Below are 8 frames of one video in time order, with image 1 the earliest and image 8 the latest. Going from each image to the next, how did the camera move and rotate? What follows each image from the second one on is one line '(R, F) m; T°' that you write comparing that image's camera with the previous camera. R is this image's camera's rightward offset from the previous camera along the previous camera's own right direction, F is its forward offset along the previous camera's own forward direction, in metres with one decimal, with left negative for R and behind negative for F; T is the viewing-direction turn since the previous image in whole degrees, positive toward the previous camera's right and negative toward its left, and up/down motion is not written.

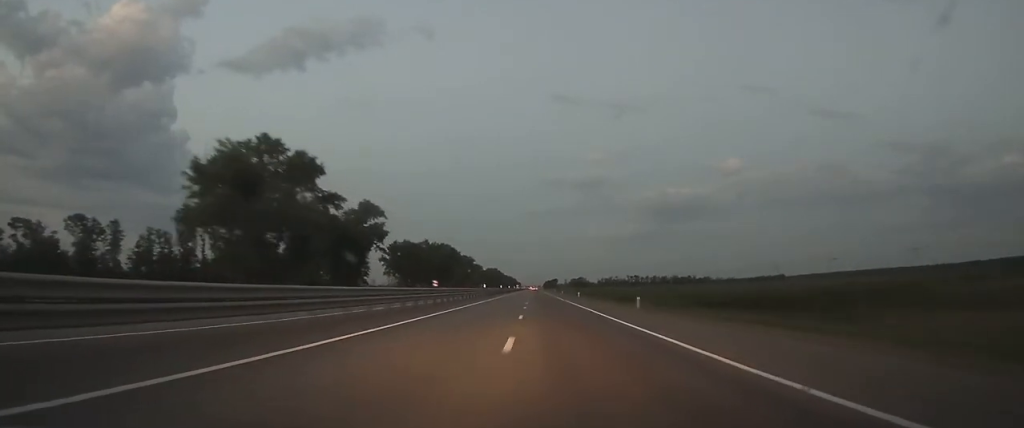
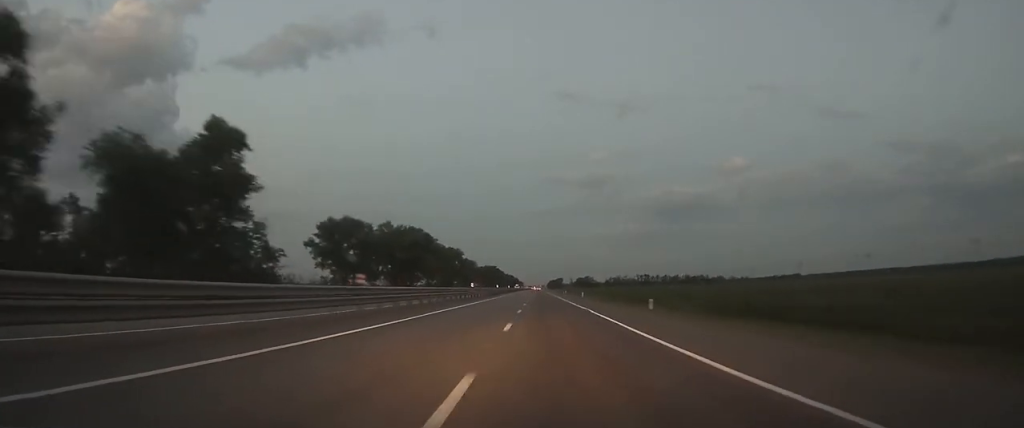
(-0.2, +54.1) m; 0°
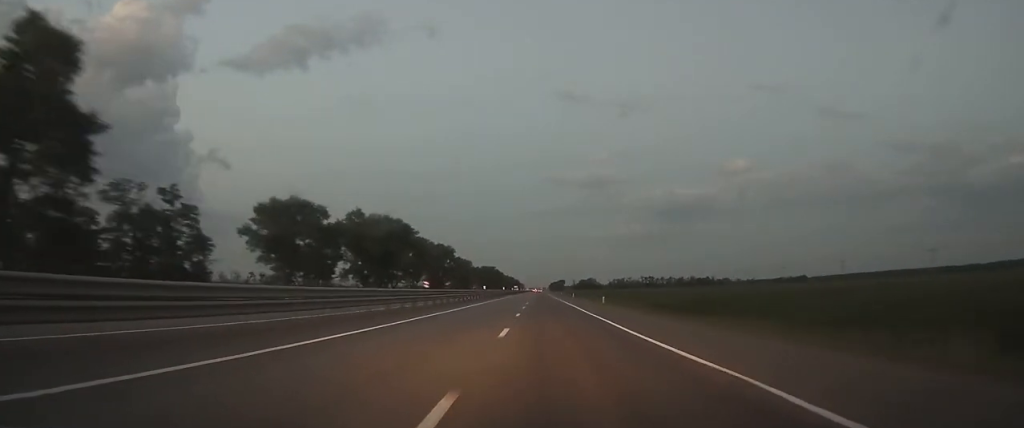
(-0.1, +25.3) m; 0°
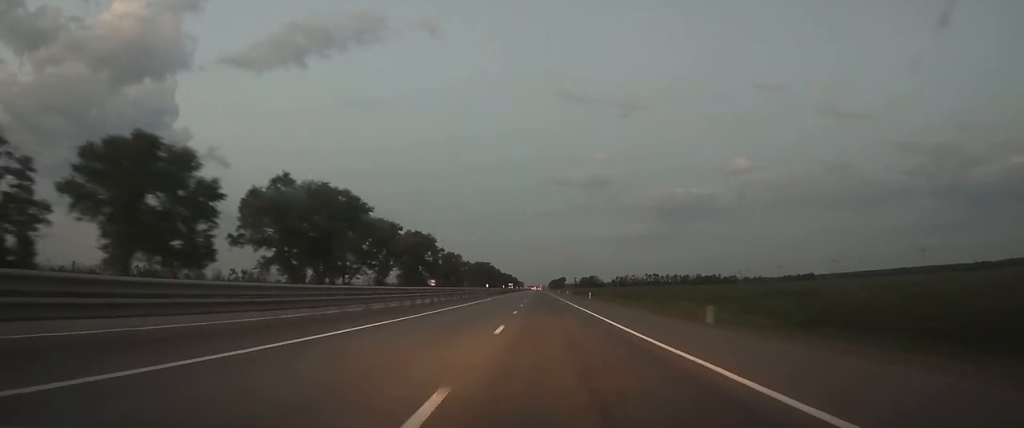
(-0.1, +35.6) m; 0°
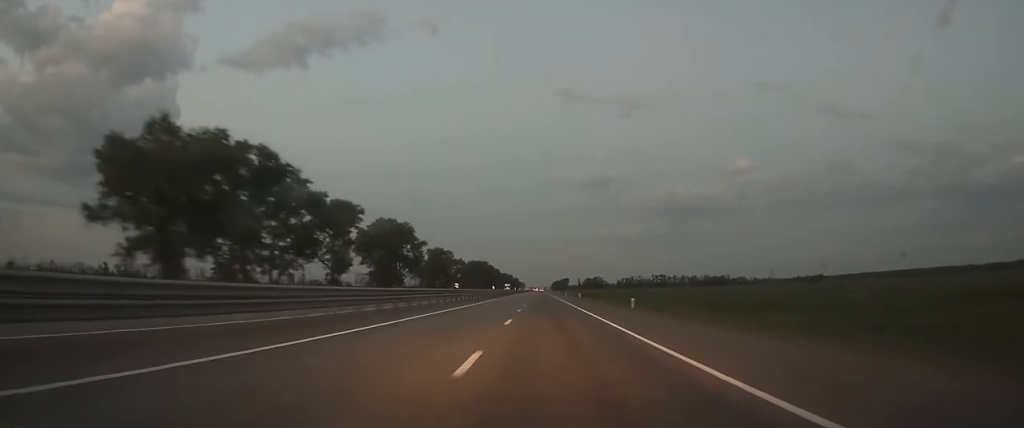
(0.0, +30.9) m; 0°
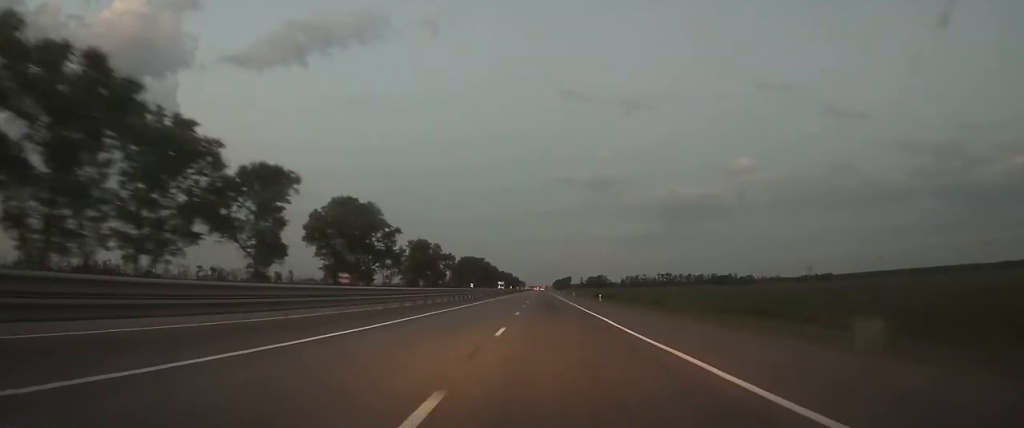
(-0.1, +28.7) m; 0°
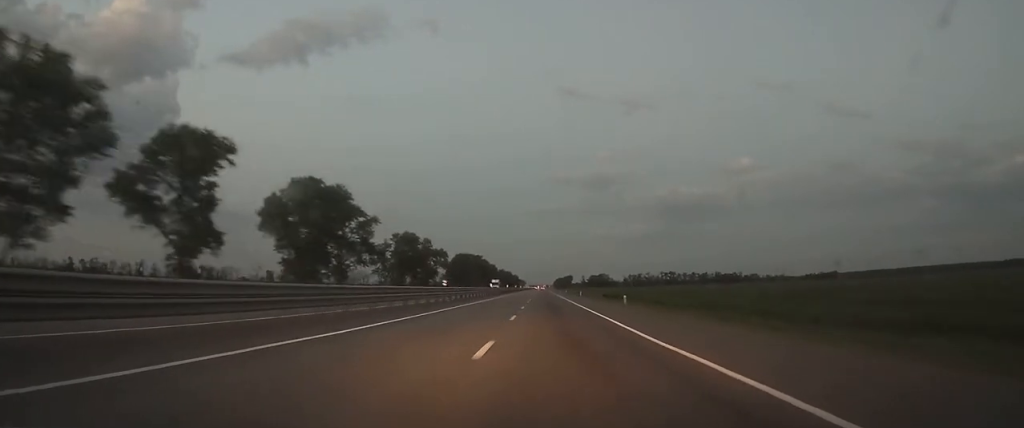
(0.0, +17.3) m; 0°
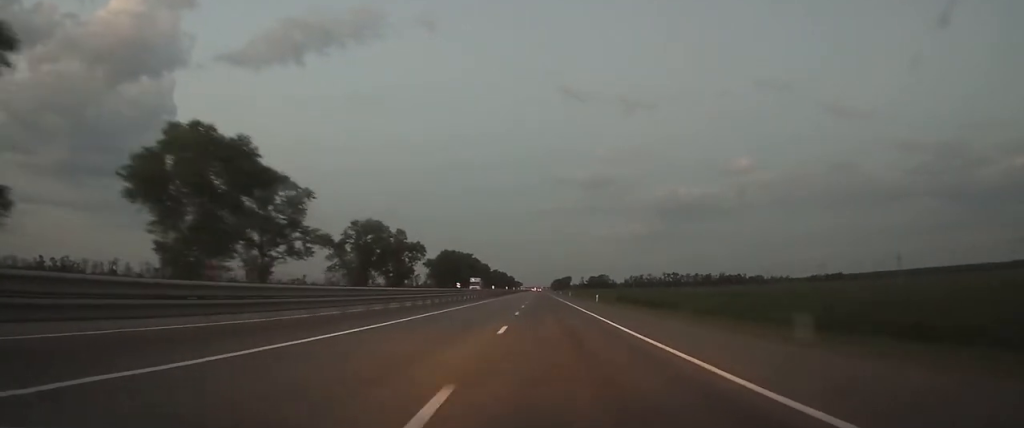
(+0.1, +30.0) m; 0°
